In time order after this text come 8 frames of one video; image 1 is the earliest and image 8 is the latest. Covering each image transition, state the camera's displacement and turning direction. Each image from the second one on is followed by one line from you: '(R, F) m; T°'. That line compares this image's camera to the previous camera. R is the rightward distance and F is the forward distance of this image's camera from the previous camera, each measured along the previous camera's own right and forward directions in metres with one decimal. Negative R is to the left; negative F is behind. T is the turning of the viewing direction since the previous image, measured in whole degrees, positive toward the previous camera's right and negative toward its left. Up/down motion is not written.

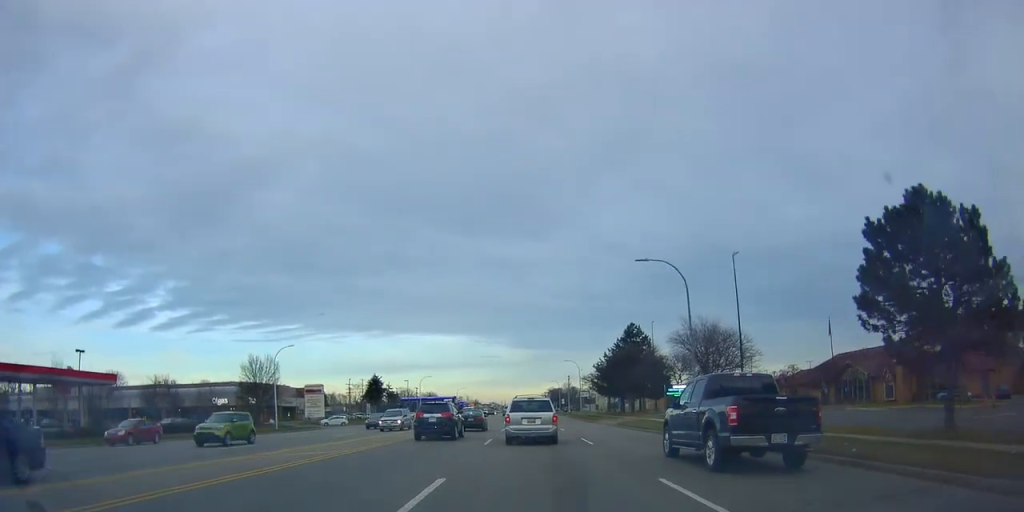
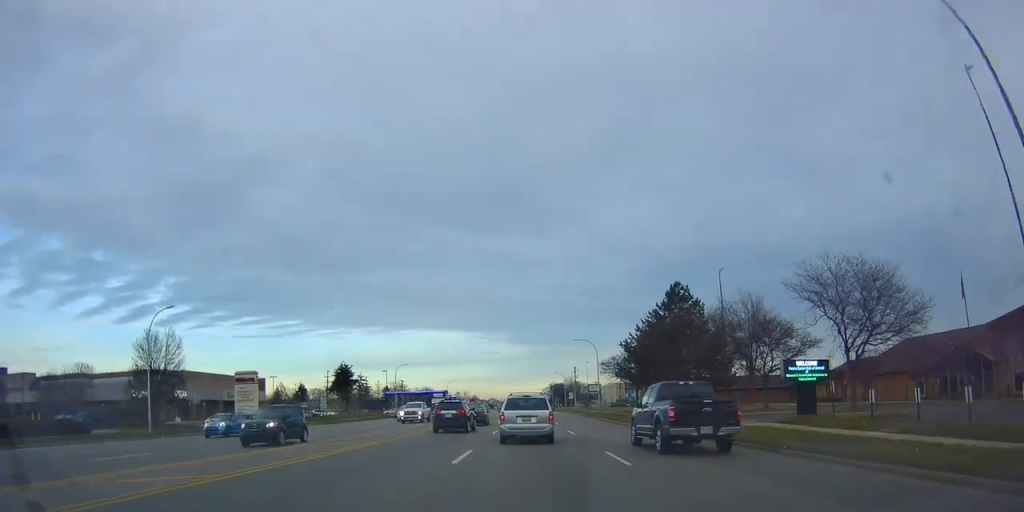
(+0.3, +24.2) m; 0°
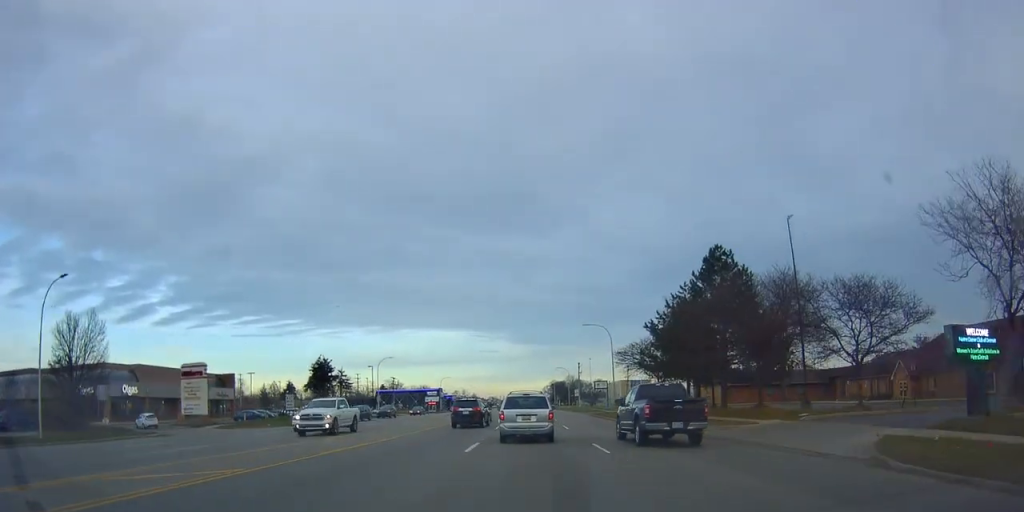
(-0.2, +12.4) m; 0°
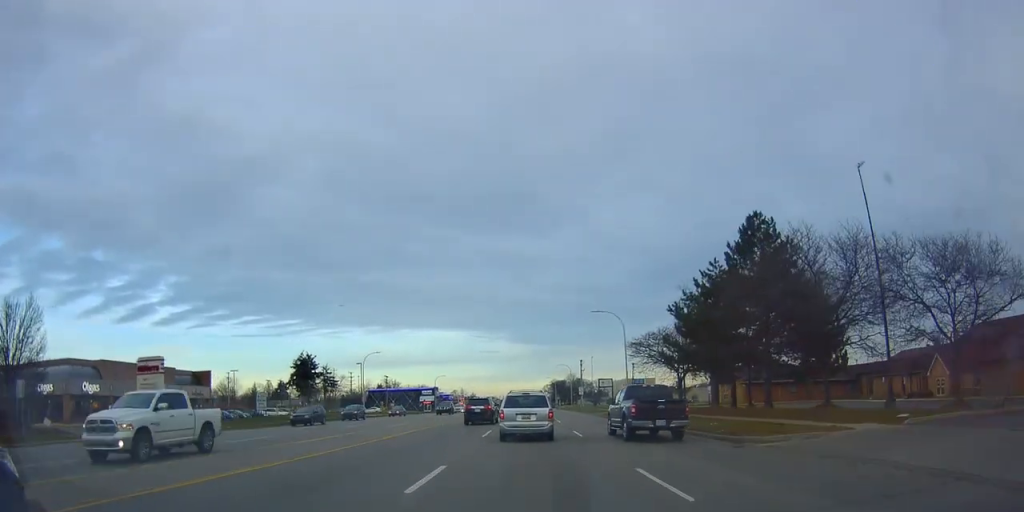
(+0.3, +8.0) m; 0°
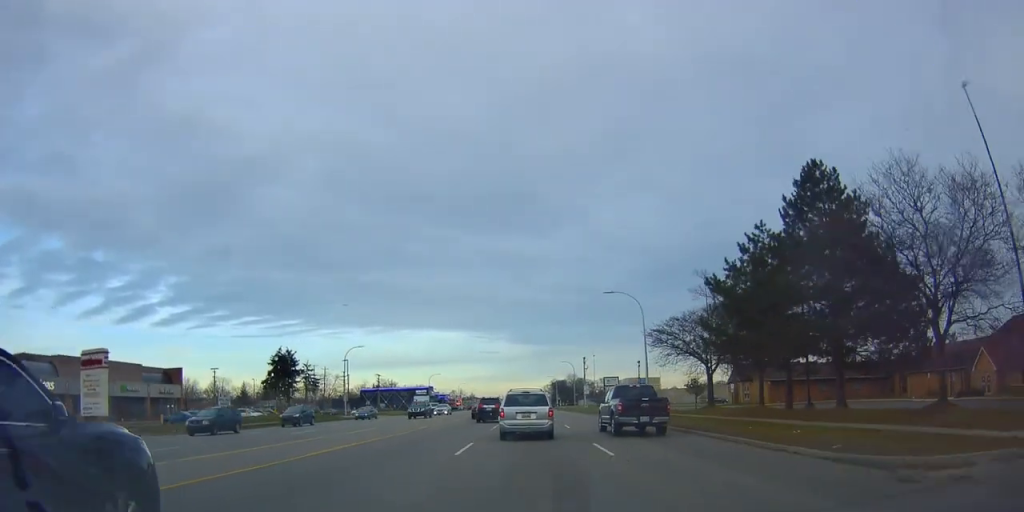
(0.0, +8.5) m; 0°
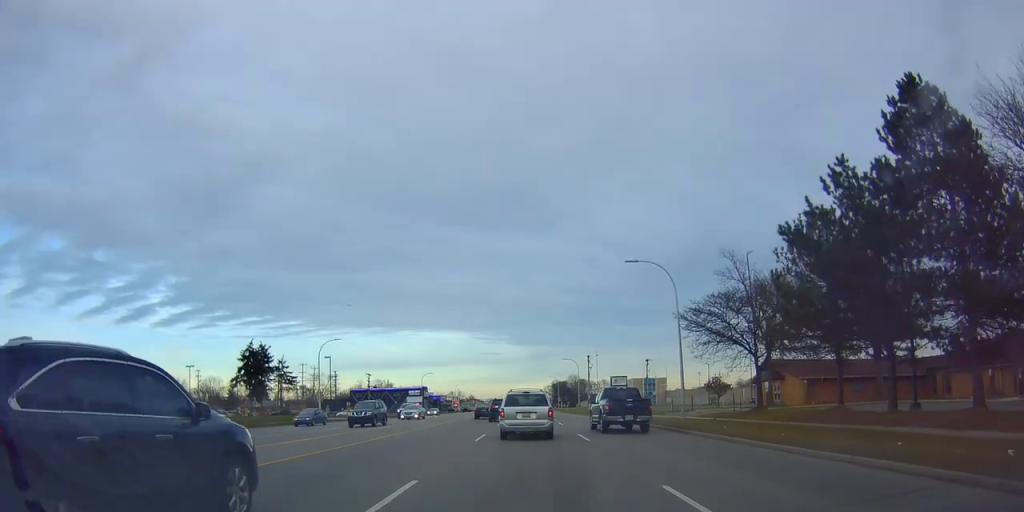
(-0.3, +9.6) m; 0°
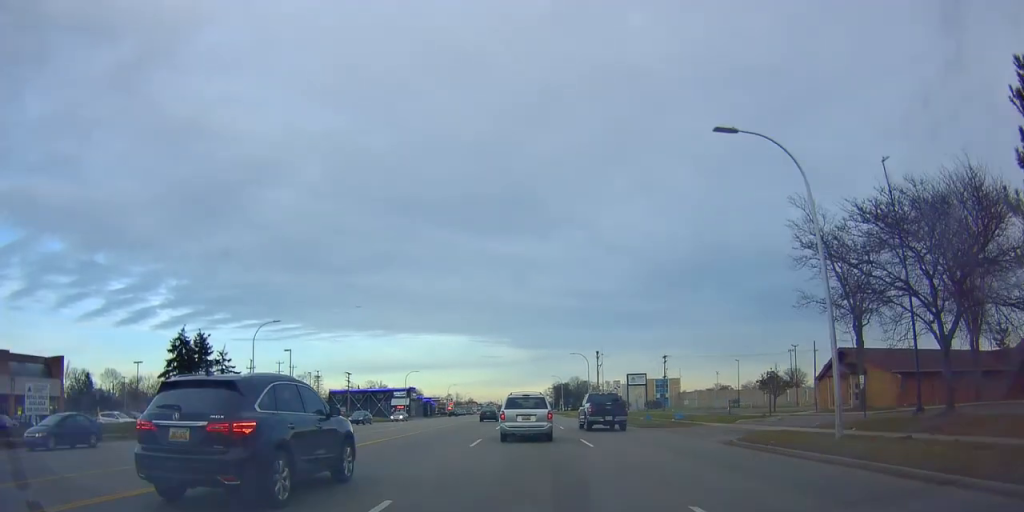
(+0.4, +17.0) m; 0°
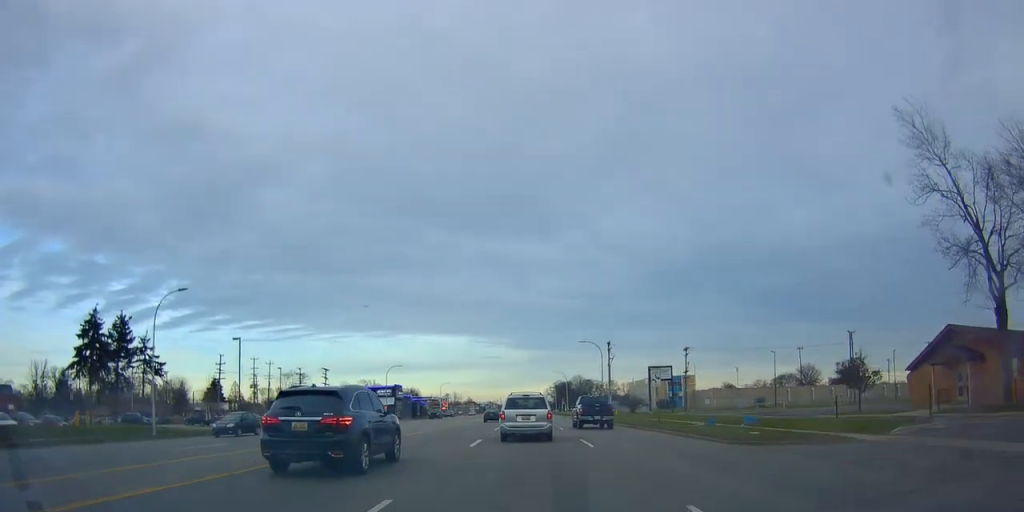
(-0.4, +15.2) m; 0°
